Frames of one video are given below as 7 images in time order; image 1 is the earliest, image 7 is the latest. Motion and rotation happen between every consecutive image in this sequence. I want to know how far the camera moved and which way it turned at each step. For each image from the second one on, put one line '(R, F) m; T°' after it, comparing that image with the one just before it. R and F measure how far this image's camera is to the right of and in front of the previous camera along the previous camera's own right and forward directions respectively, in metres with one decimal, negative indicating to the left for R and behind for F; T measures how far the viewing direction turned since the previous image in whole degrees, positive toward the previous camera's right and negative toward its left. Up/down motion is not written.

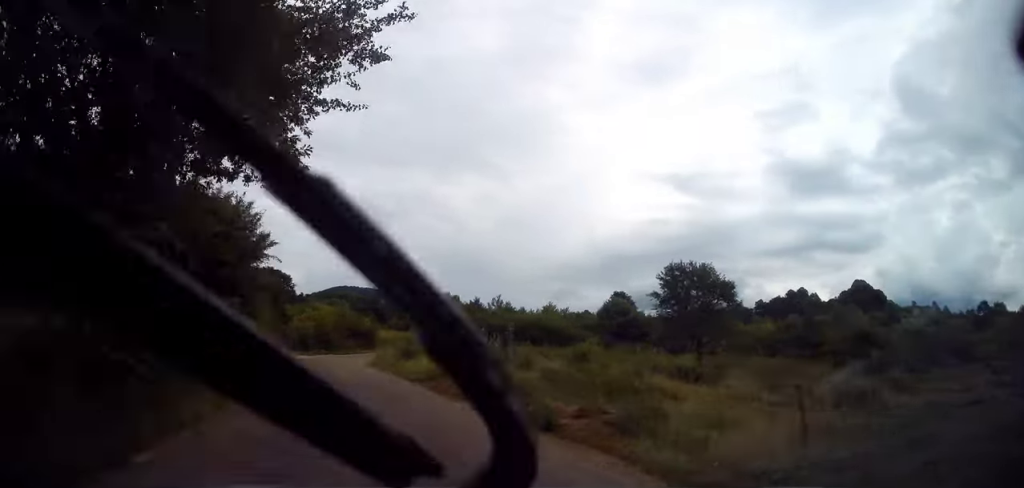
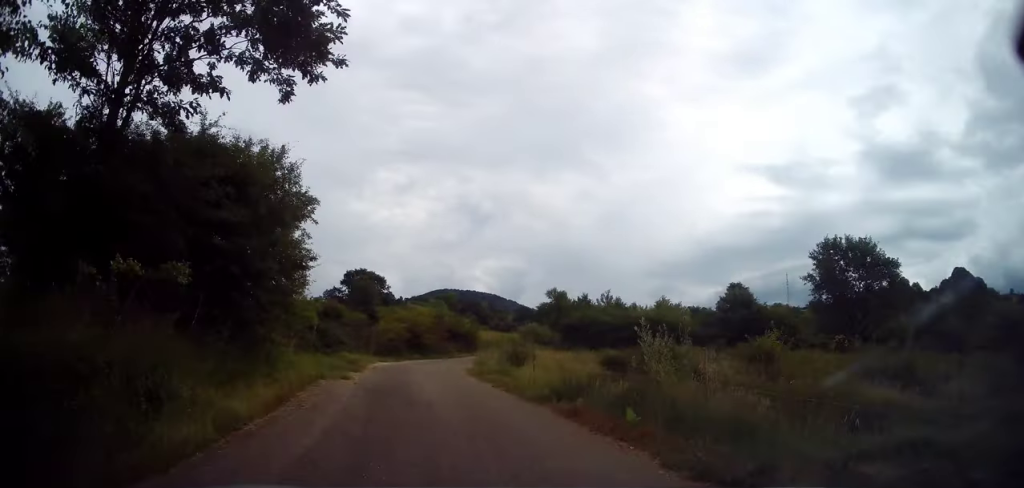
(-0.6, +5.3) m; -7°
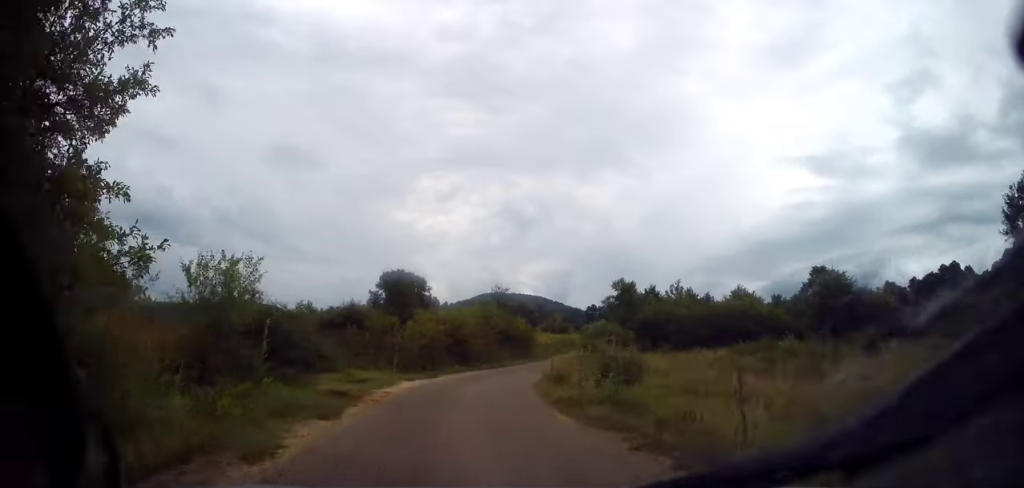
(-0.7, +8.6) m; -4°
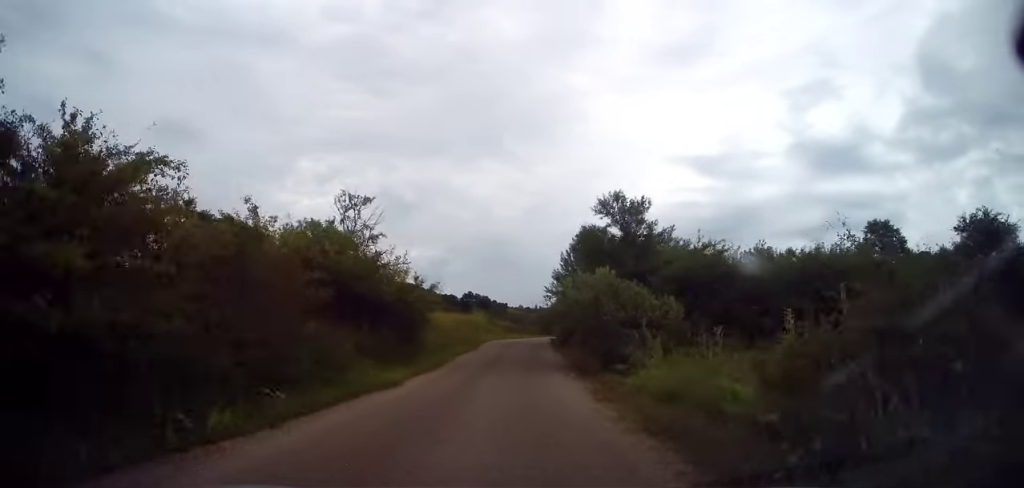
(+1.9, +25.8) m; +10°
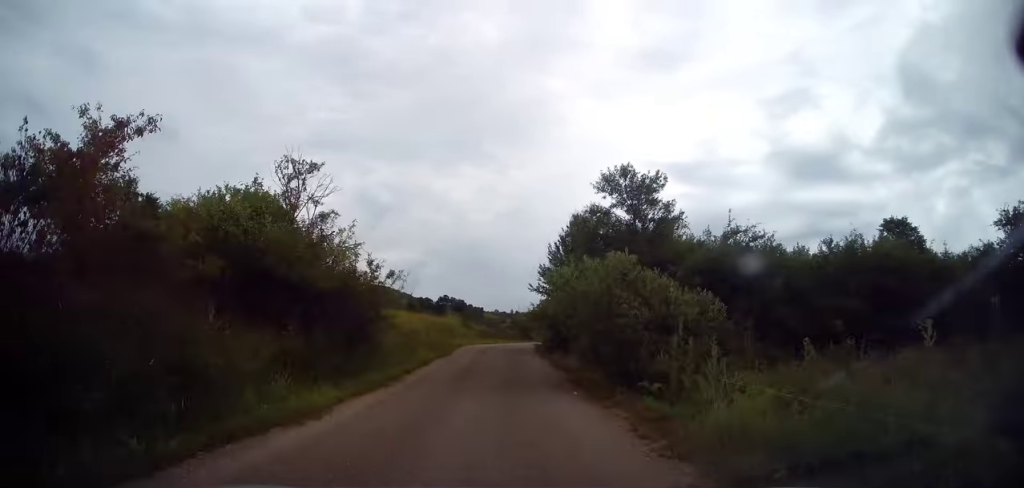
(+0.1, +4.6) m; +2°
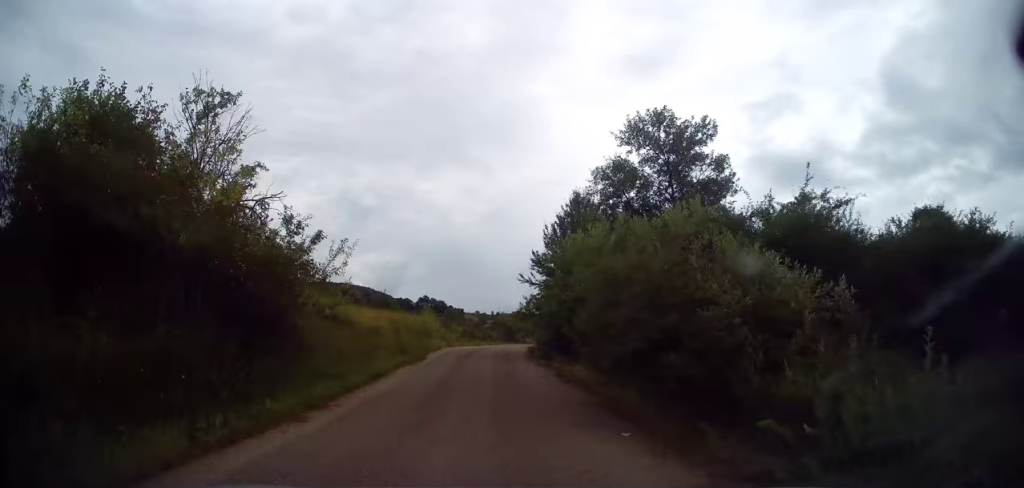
(+0.1, +5.3) m; +2°
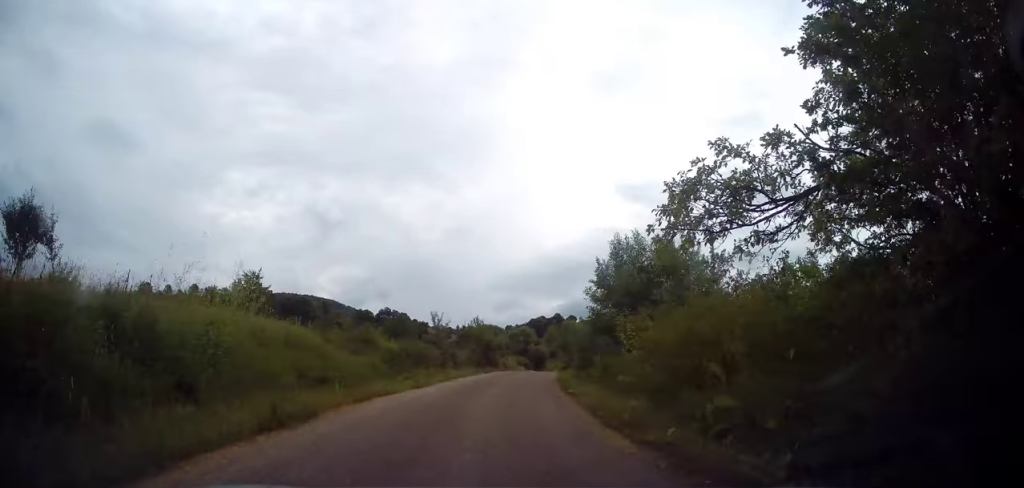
(+1.9, +24.9) m; +7°
